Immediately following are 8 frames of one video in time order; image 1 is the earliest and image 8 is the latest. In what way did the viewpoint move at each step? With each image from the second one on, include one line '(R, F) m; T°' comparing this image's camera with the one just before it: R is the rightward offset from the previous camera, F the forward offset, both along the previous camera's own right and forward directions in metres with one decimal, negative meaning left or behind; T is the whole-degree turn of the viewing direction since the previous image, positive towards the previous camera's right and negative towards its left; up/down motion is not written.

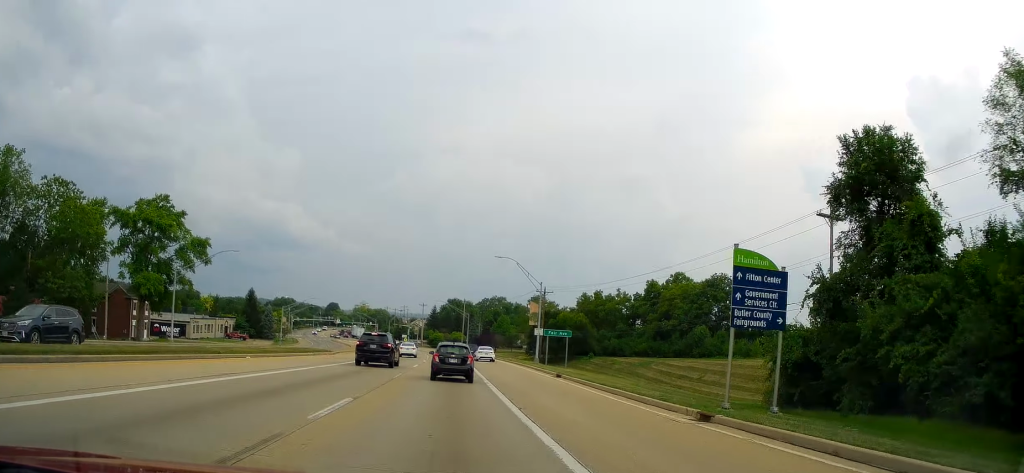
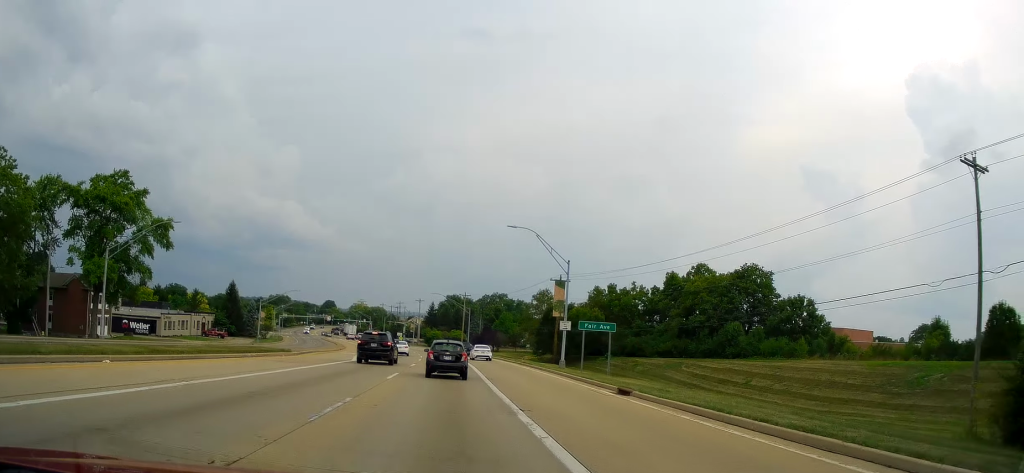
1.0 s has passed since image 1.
(0.0, +13.0) m; +1°
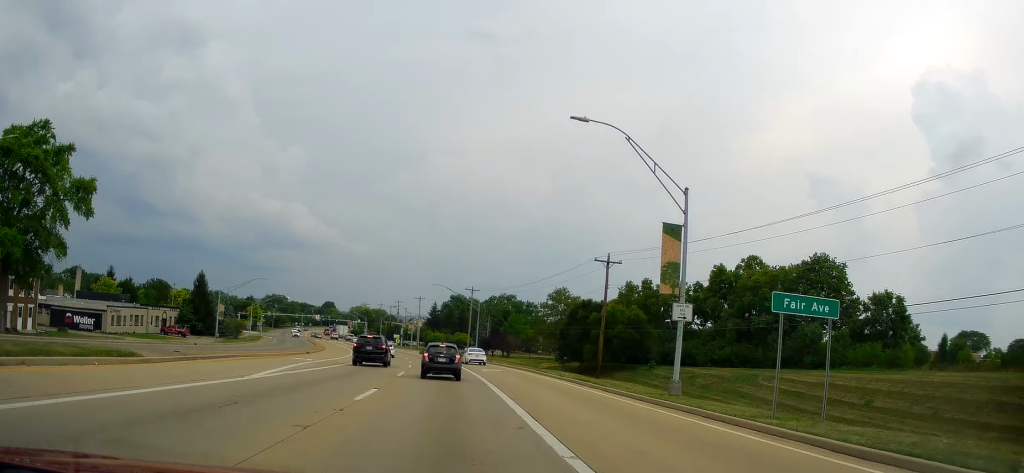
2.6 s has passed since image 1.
(+0.3, +21.0) m; -1°
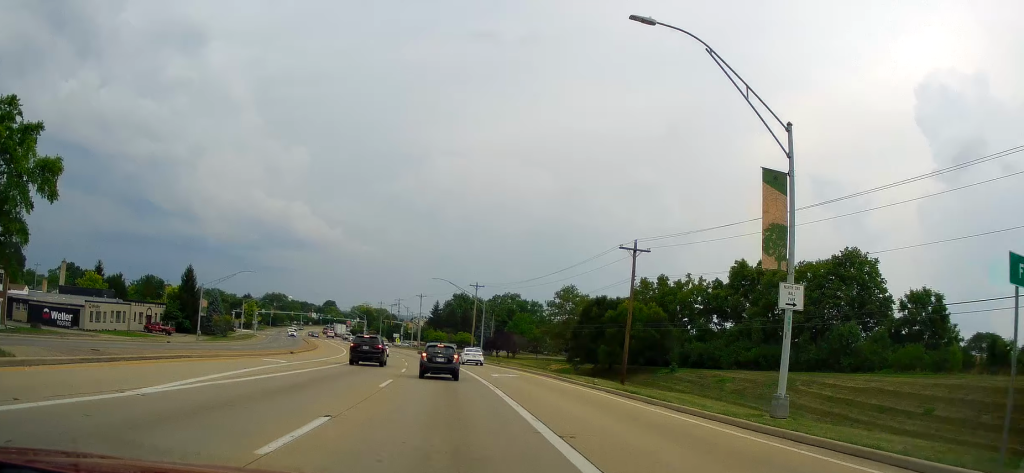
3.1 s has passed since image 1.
(-0.3, +7.2) m; -1°
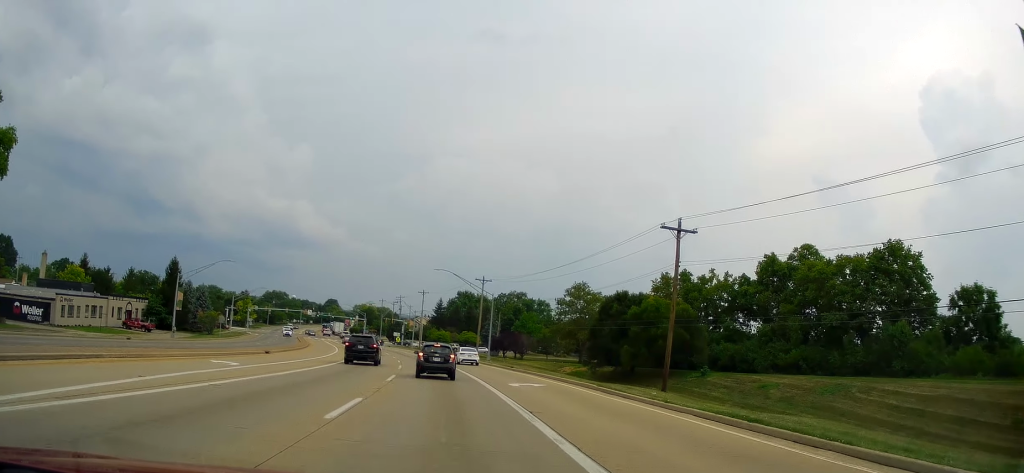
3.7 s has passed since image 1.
(-0.2, +8.6) m; -1°
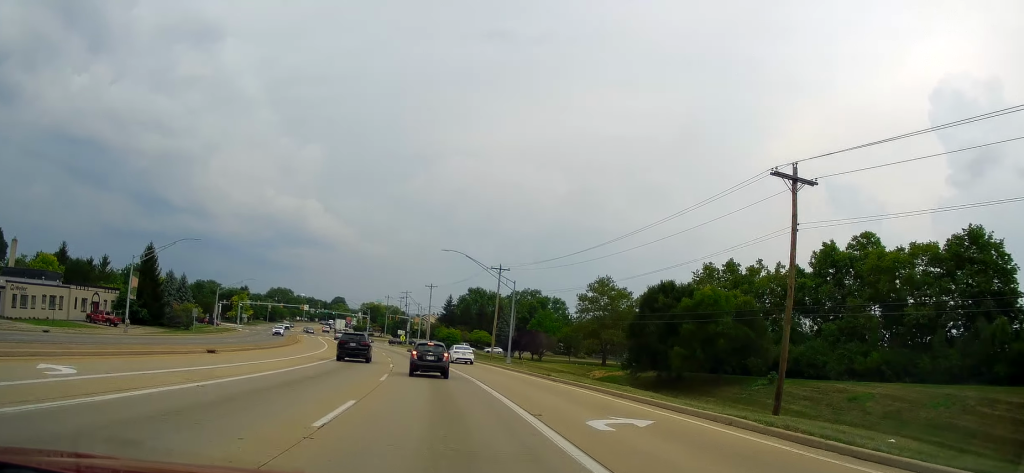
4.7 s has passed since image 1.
(+0.1, +13.1) m; -1°
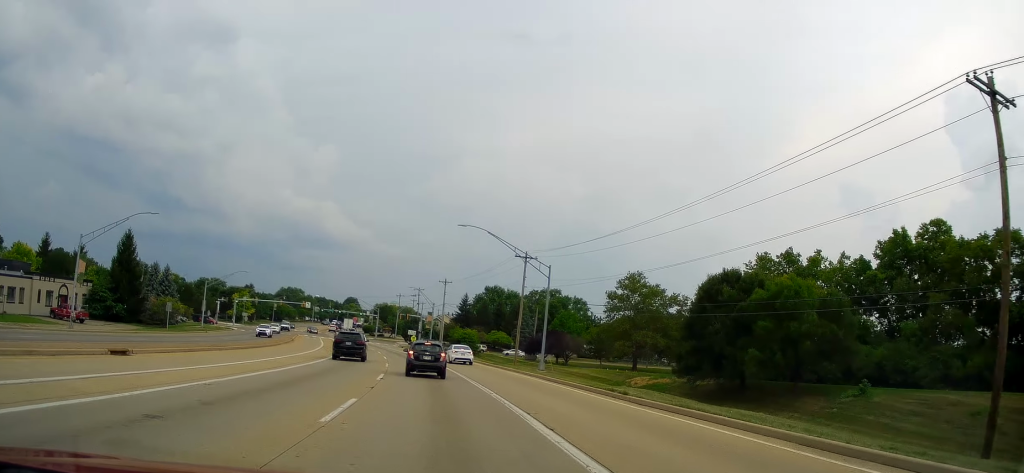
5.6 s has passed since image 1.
(-0.3, +11.8) m; 0°
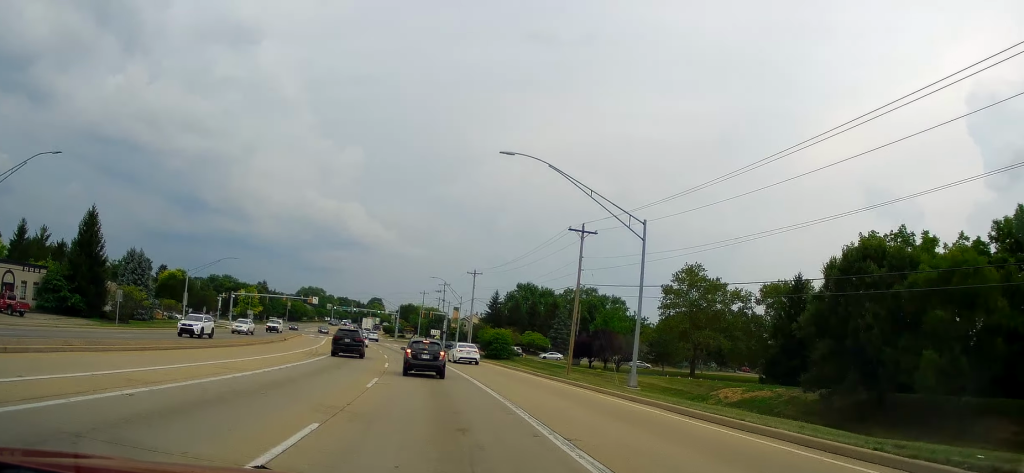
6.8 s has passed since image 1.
(+0.3, +16.3) m; -1°
